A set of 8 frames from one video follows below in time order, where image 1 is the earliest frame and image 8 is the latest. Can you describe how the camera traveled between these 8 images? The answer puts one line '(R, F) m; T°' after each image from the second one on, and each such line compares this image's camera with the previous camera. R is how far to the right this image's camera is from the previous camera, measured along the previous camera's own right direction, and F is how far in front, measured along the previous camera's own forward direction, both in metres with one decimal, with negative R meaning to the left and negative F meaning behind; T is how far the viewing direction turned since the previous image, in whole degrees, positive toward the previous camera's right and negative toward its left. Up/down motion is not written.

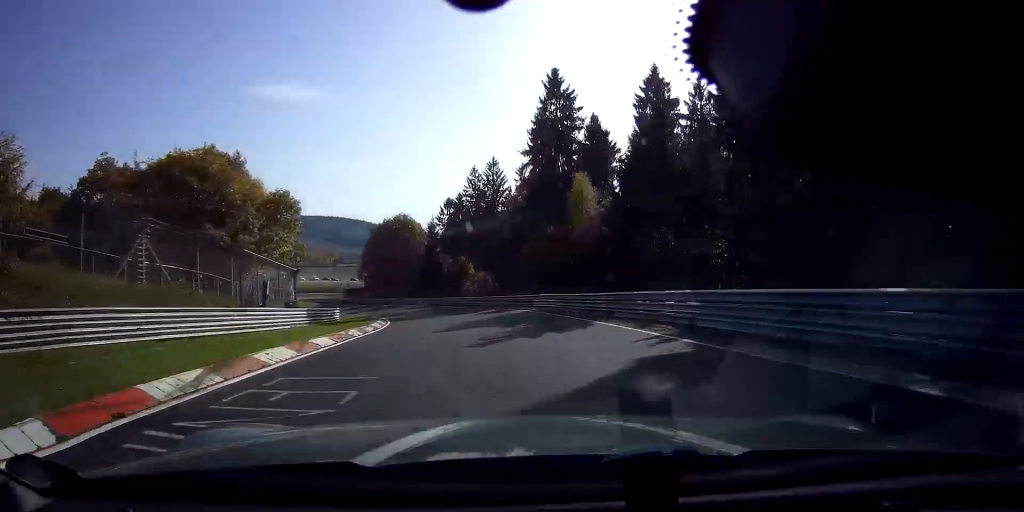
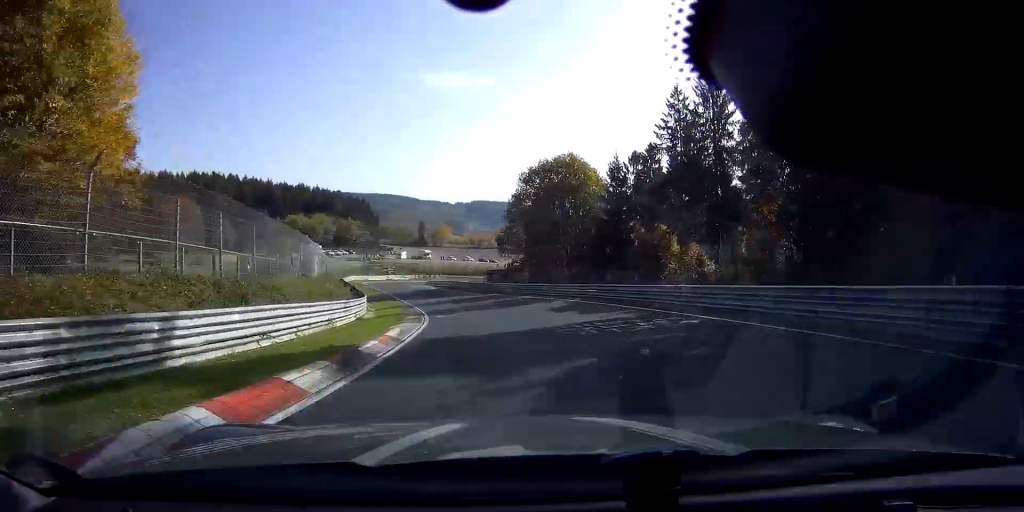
(-5.8, +36.5) m; -19°
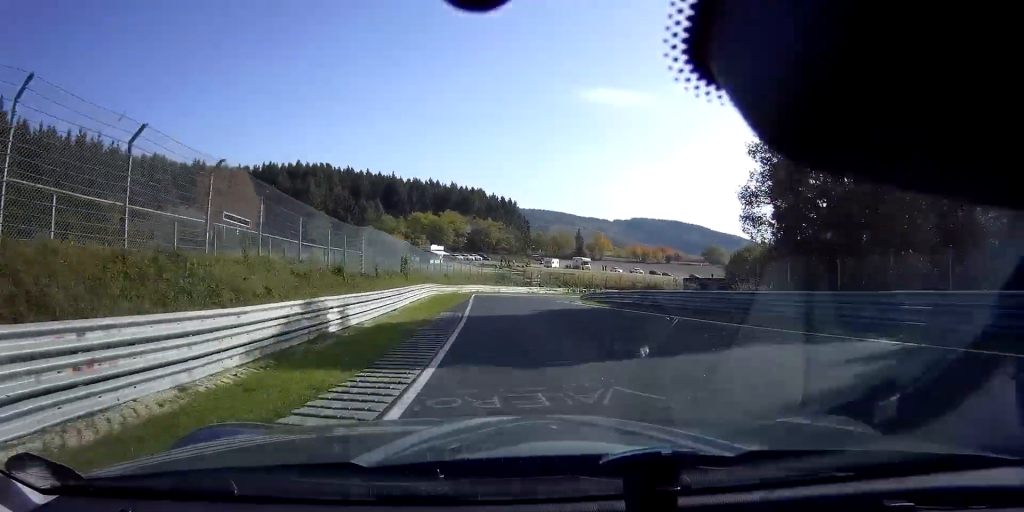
(-5.6, +36.6) m; -12°
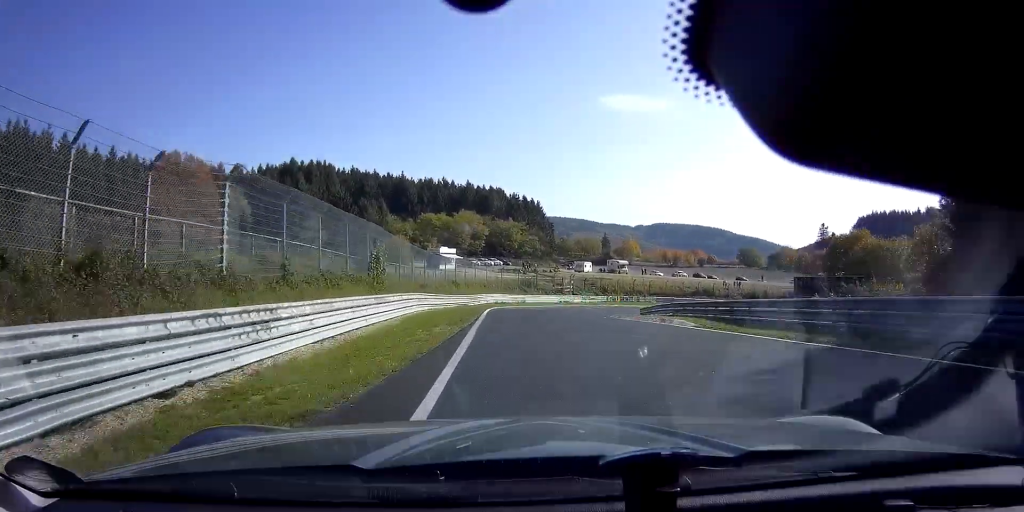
(-1.0, +18.3) m; -3°
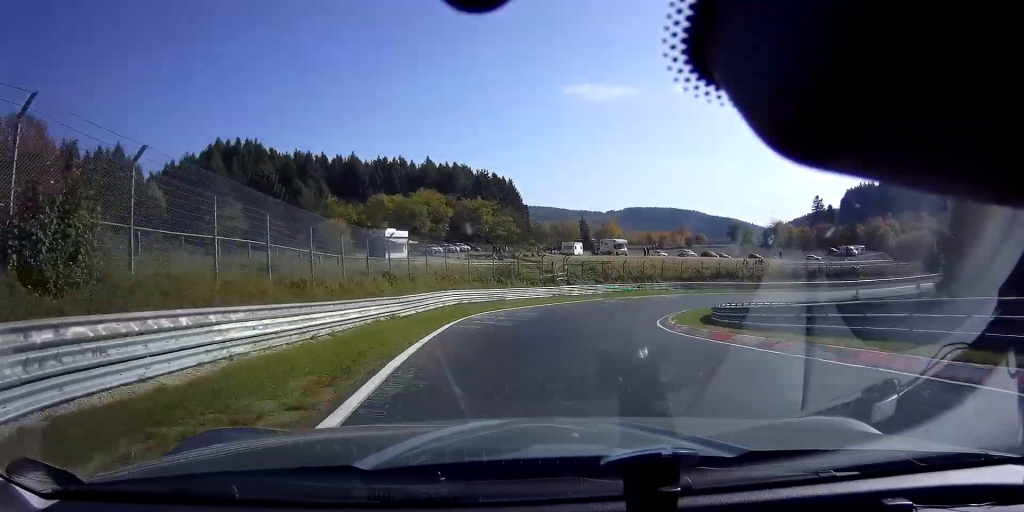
(-0.1, +22.1) m; +6°
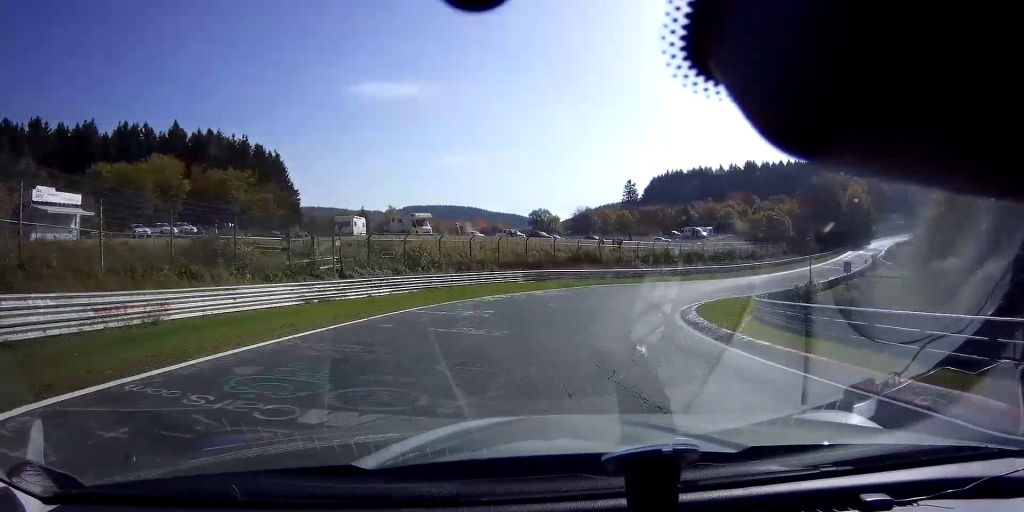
(+4.5, +30.7) m; +25°
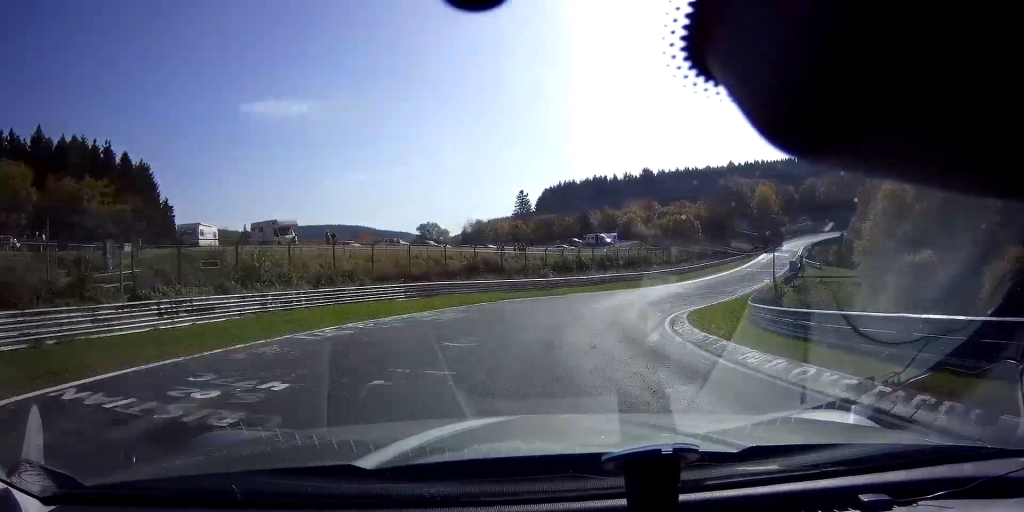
(+2.4, +11.4) m; +10°
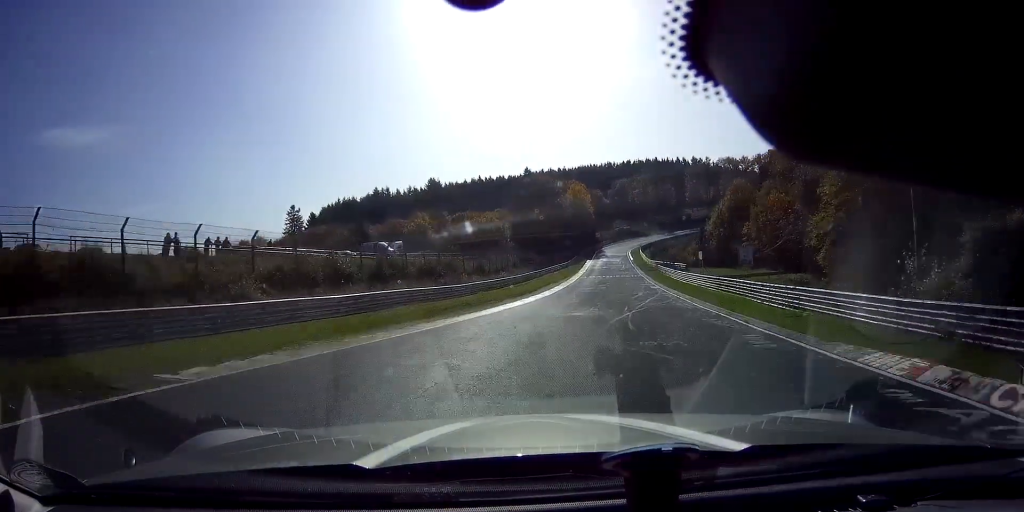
(+6.2, +29.9) m; +19°
